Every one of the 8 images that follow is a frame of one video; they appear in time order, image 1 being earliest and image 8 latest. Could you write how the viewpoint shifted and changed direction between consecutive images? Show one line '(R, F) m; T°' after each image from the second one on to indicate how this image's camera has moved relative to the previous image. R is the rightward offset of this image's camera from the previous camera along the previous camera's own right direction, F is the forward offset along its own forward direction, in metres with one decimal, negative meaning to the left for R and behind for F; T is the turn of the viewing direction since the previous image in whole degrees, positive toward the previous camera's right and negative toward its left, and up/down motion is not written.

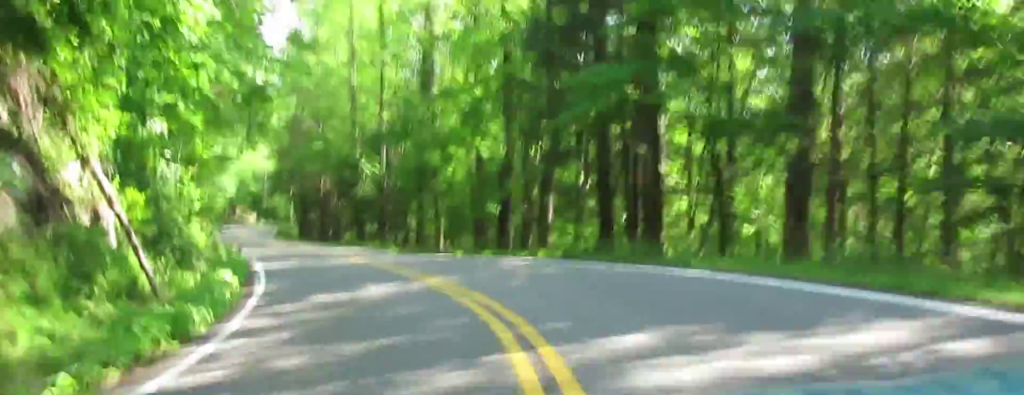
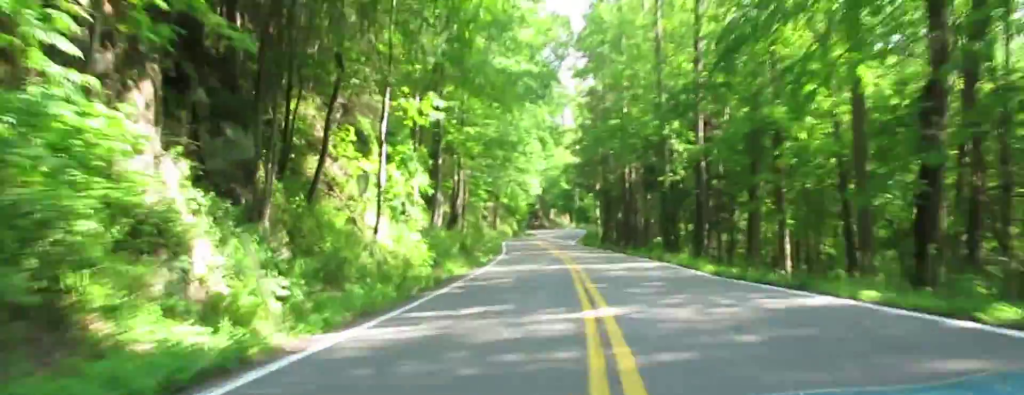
(-4.4, +21.0) m; -22°
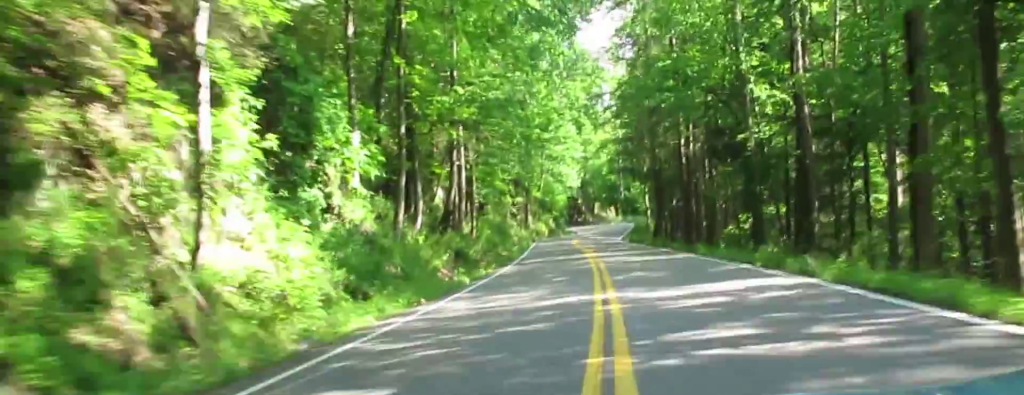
(-2.3, +21.8) m; -6°
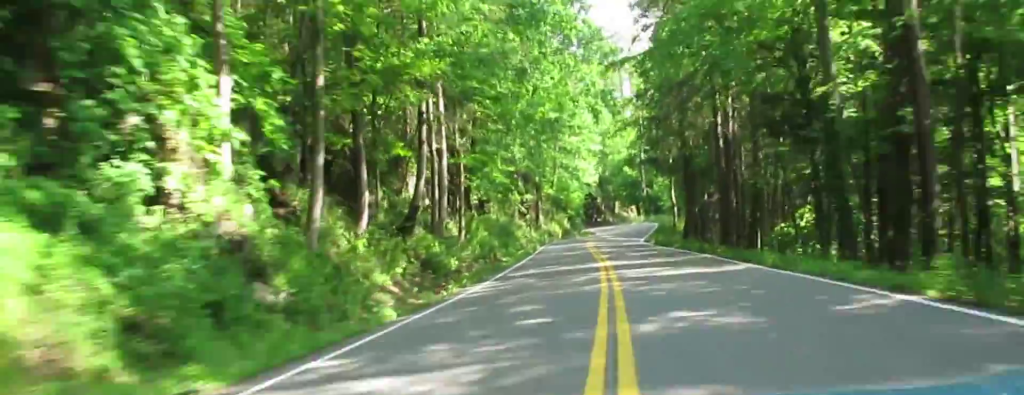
(+0.1, +14.1) m; 0°
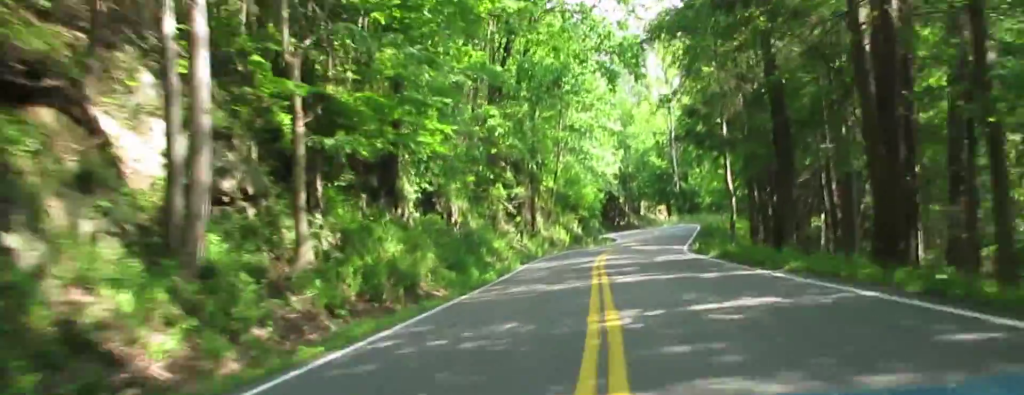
(-0.4, +38.4) m; -1°
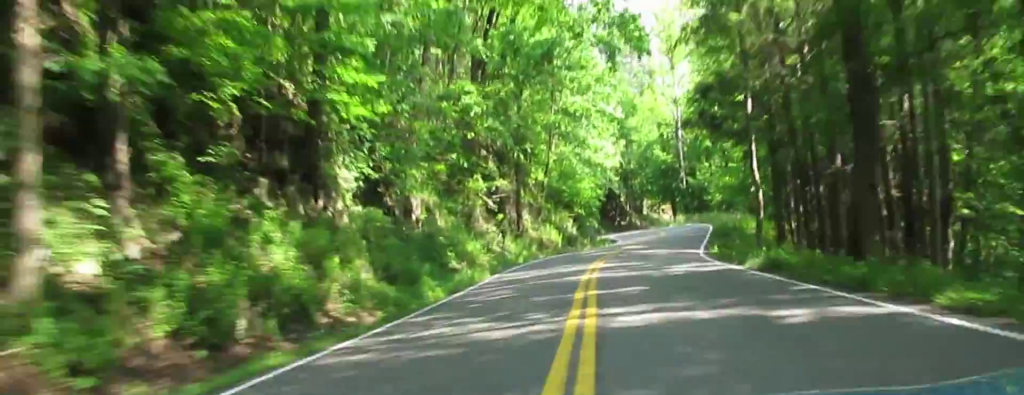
(-0.1, +13.7) m; 0°
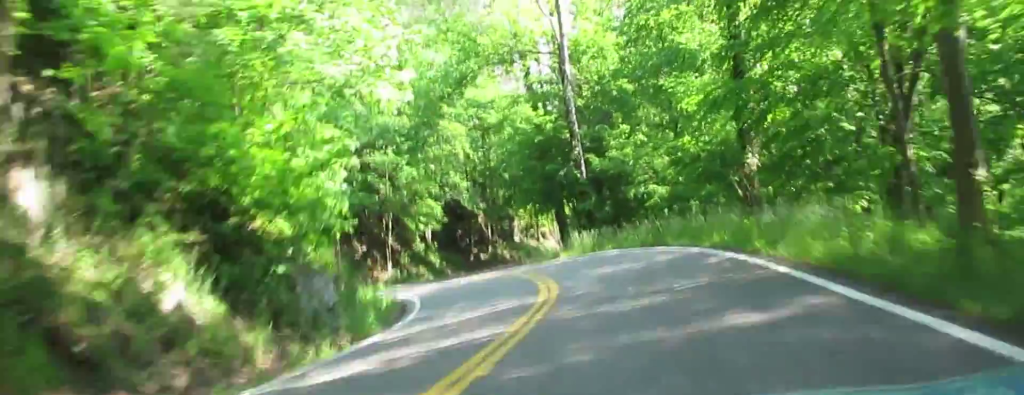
(-2.6, +60.7) m; -7°
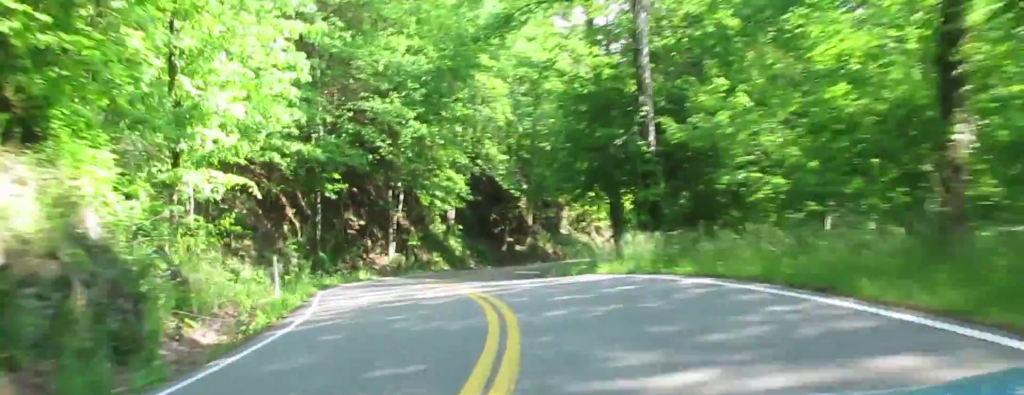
(-1.0, +19.8) m; -1°
